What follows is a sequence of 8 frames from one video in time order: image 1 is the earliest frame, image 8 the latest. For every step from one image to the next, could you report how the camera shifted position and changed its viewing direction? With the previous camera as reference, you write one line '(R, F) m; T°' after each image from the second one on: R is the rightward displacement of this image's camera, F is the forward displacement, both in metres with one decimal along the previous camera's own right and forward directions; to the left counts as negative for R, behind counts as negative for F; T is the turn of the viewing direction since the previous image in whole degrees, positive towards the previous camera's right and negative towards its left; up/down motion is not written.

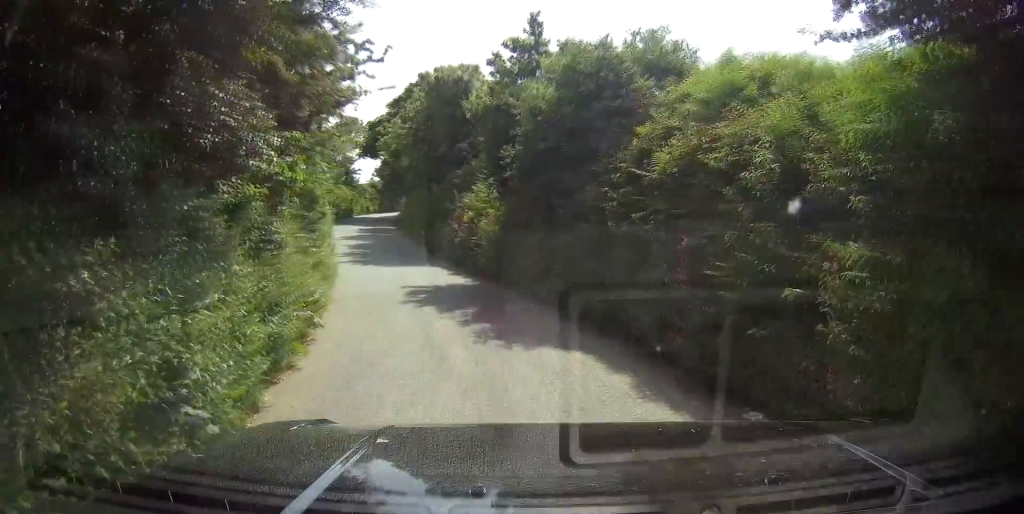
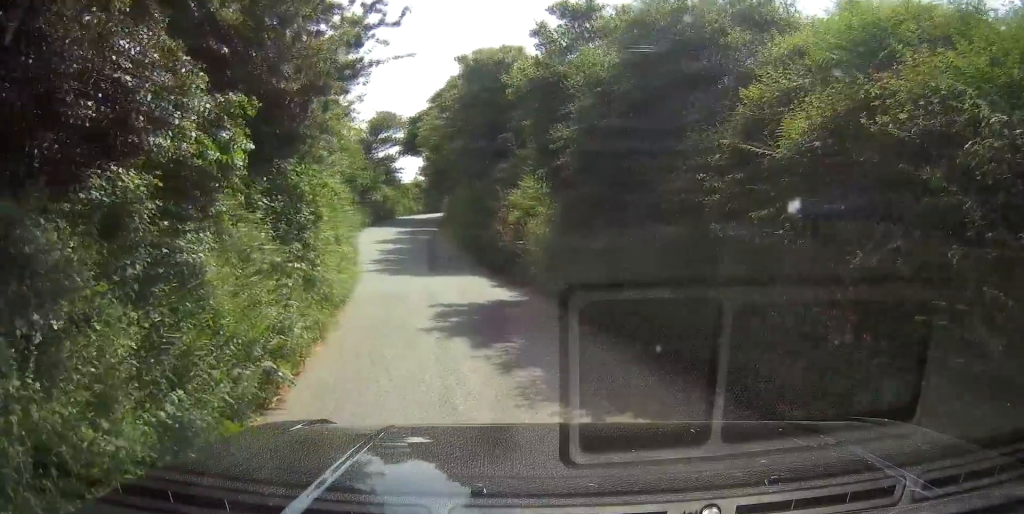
(0.0, +3.1) m; 0°
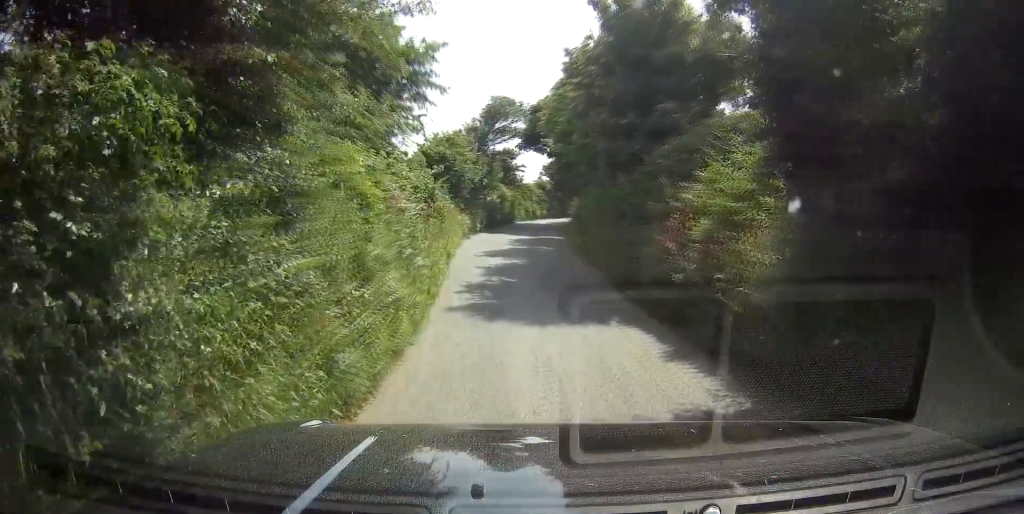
(0.0, +6.6) m; 0°
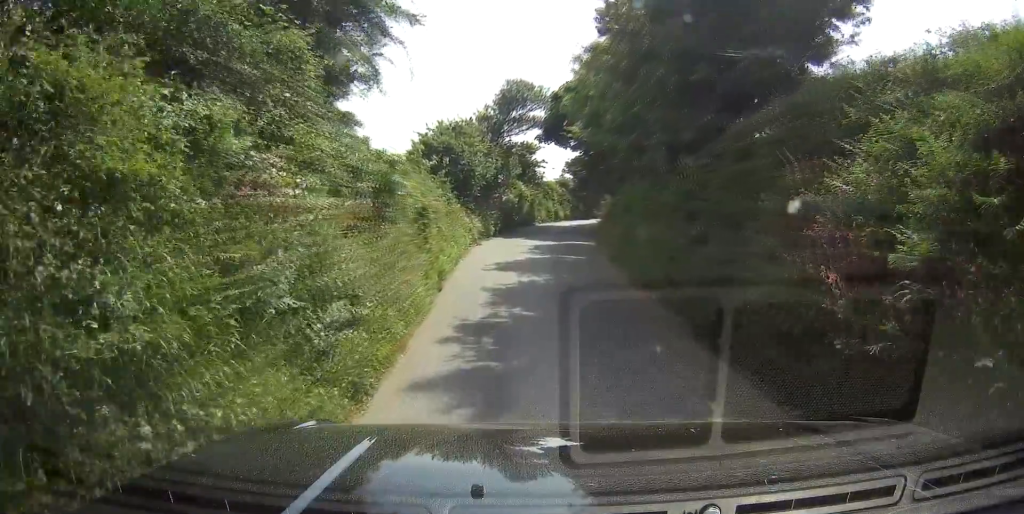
(0.0, +4.7) m; 0°
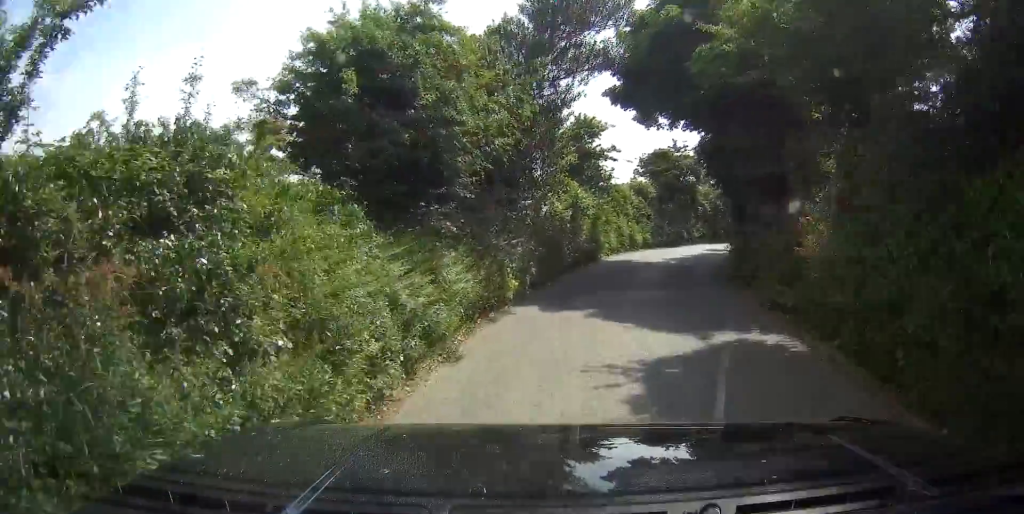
(-0.2, +13.9) m; -4°
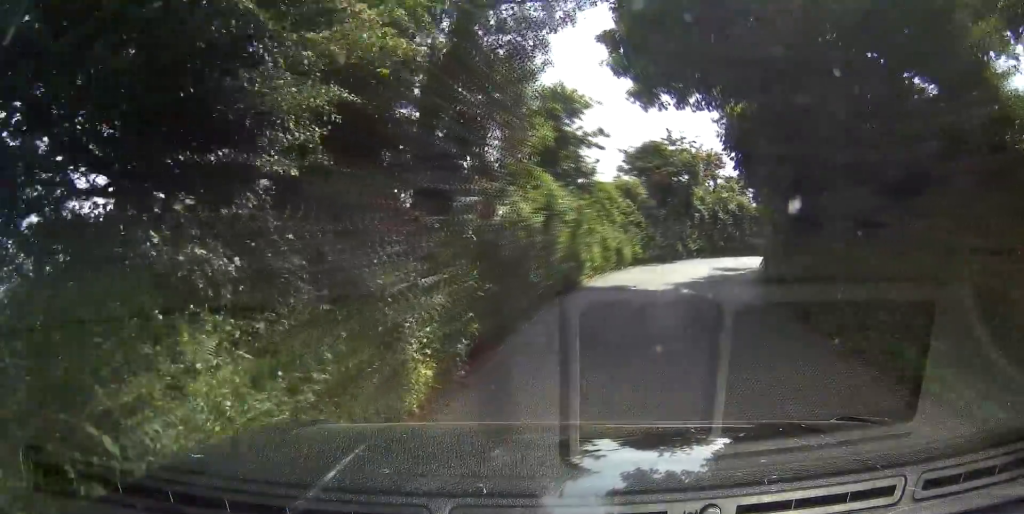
(-0.1, +4.8) m; +9°
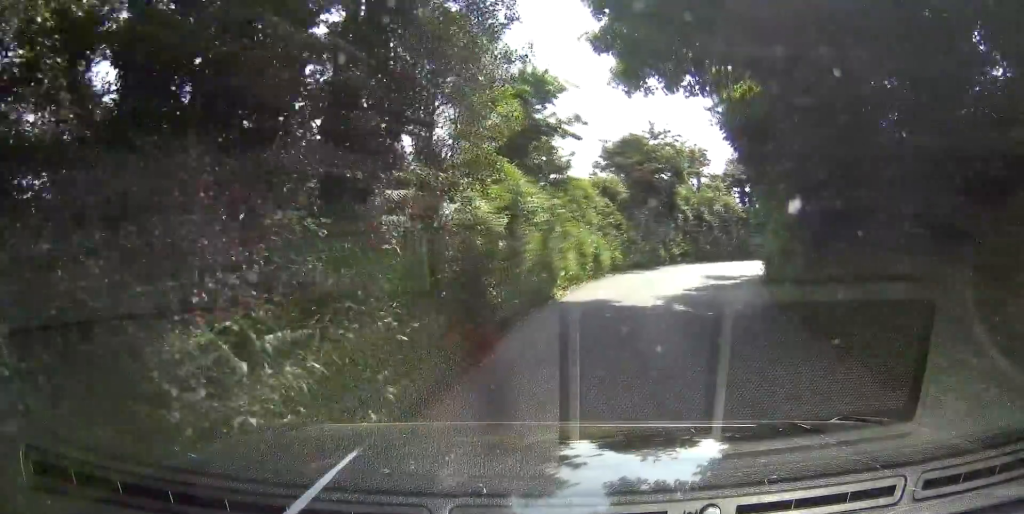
(+0.3, +2.6) m; +5°
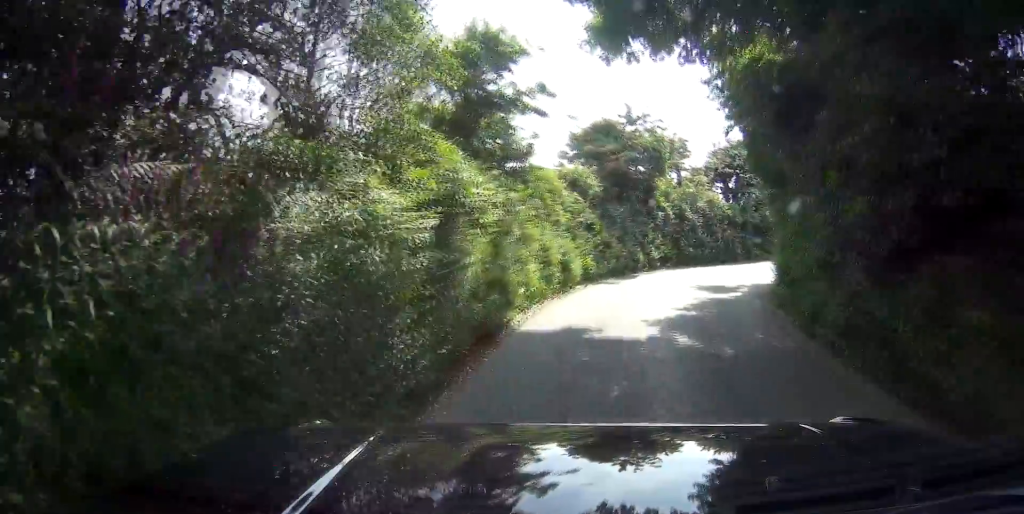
(+0.2, +3.5) m; +5°
